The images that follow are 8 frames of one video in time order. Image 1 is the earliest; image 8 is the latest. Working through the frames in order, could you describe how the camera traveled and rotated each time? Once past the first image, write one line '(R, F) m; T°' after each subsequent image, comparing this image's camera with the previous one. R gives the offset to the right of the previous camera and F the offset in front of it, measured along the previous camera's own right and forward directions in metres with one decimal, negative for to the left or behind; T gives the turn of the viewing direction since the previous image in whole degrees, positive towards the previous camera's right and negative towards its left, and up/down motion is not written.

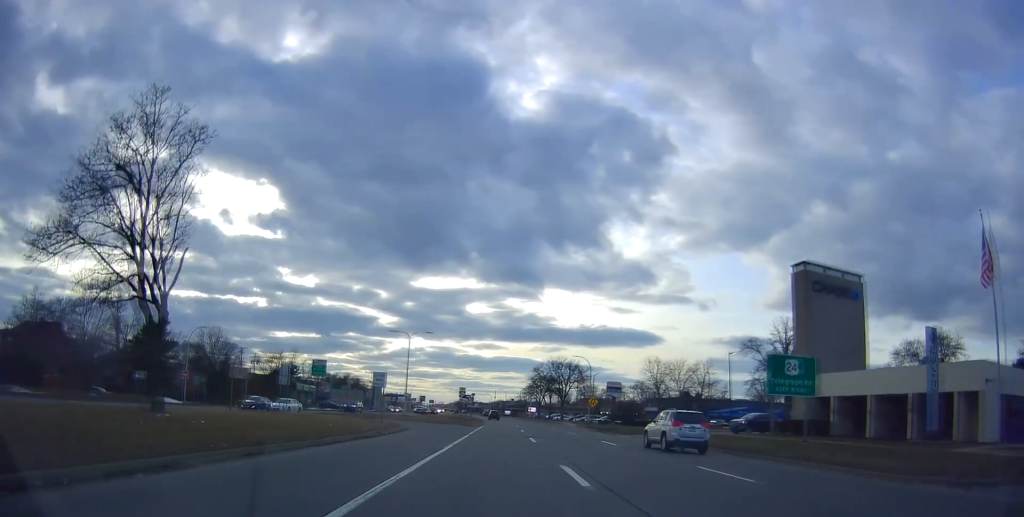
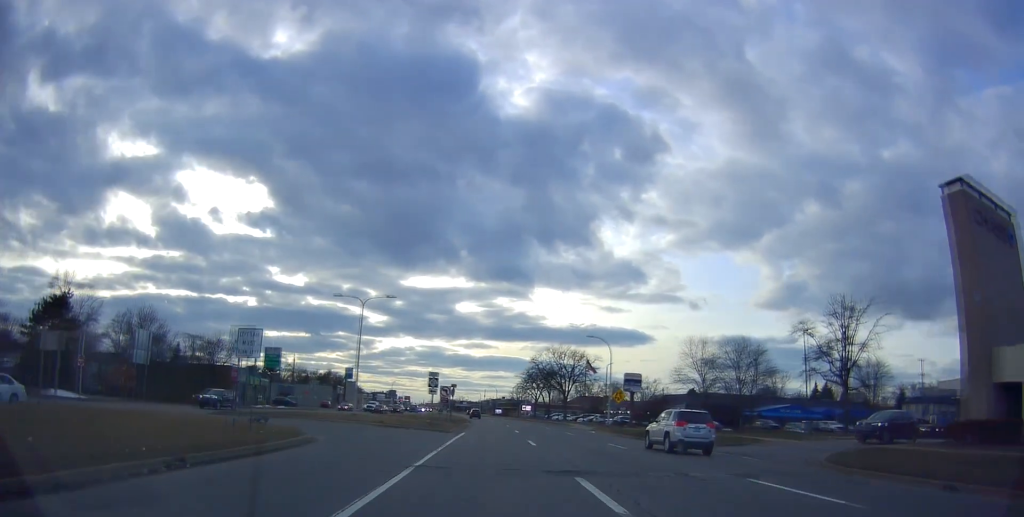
(+0.4, +19.6) m; 0°
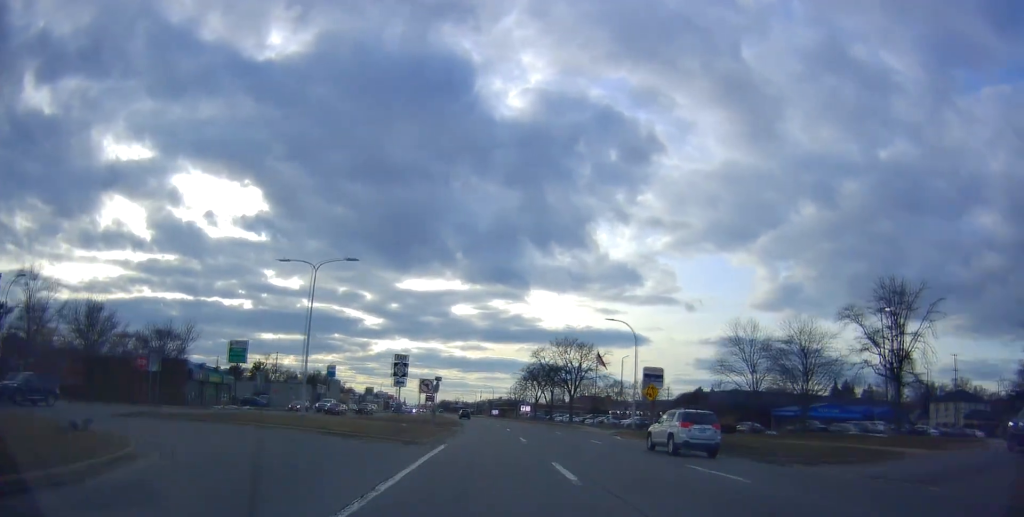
(-0.1, +11.9) m; 0°
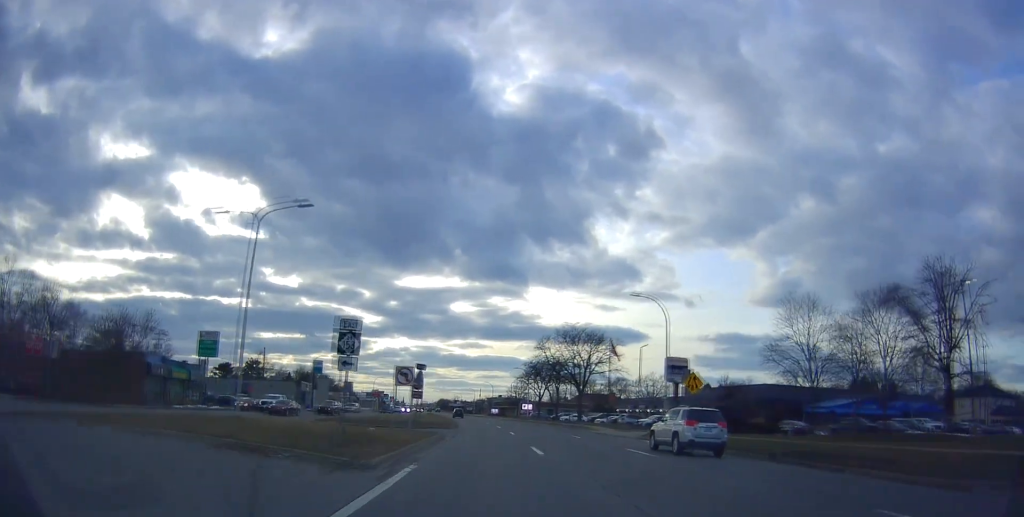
(-0.2, +8.9) m; 0°
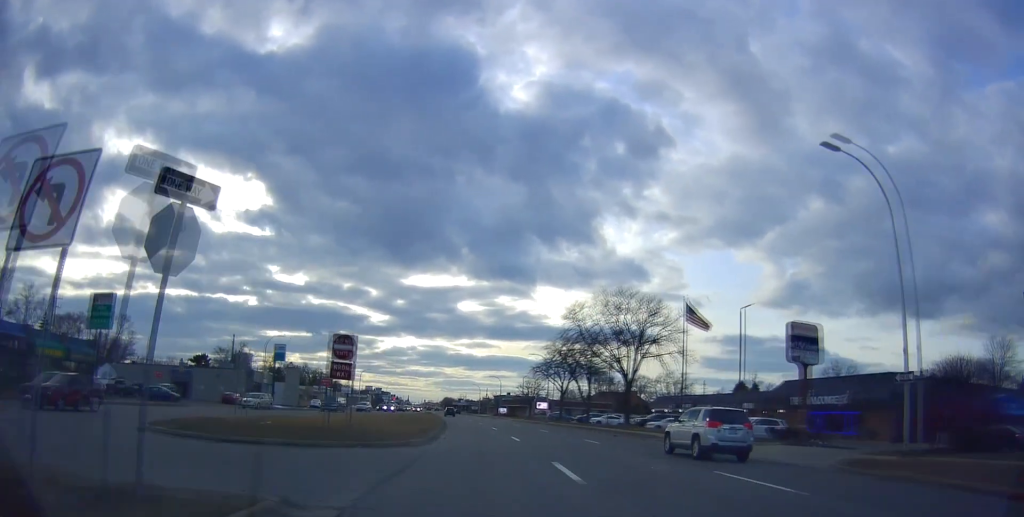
(+0.3, +24.2) m; 0°
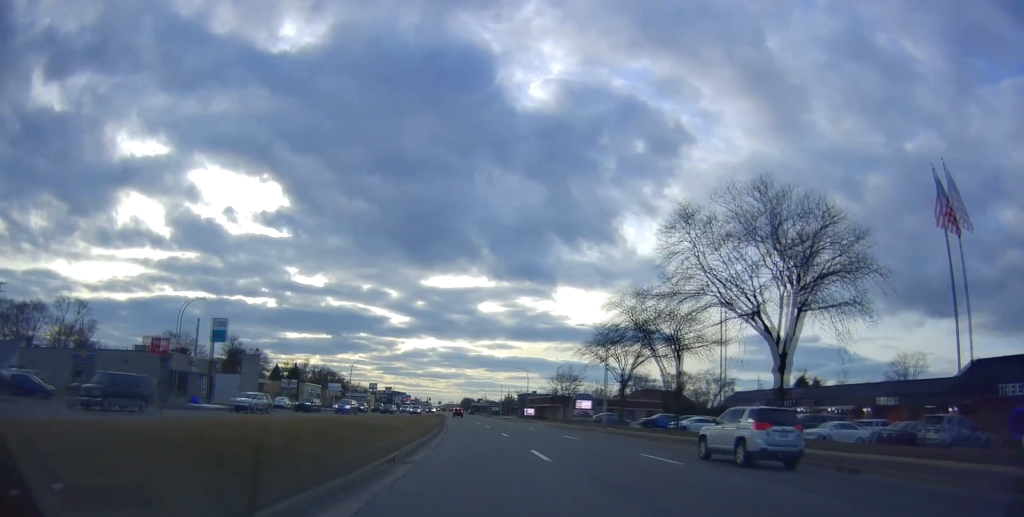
(-0.2, +26.8) m; 0°
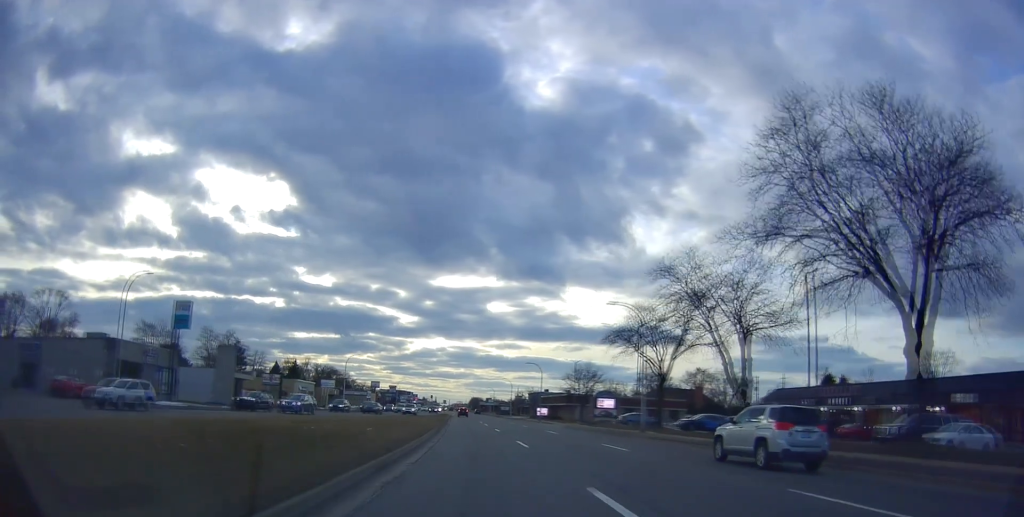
(+0.3, +10.2) m; 0°
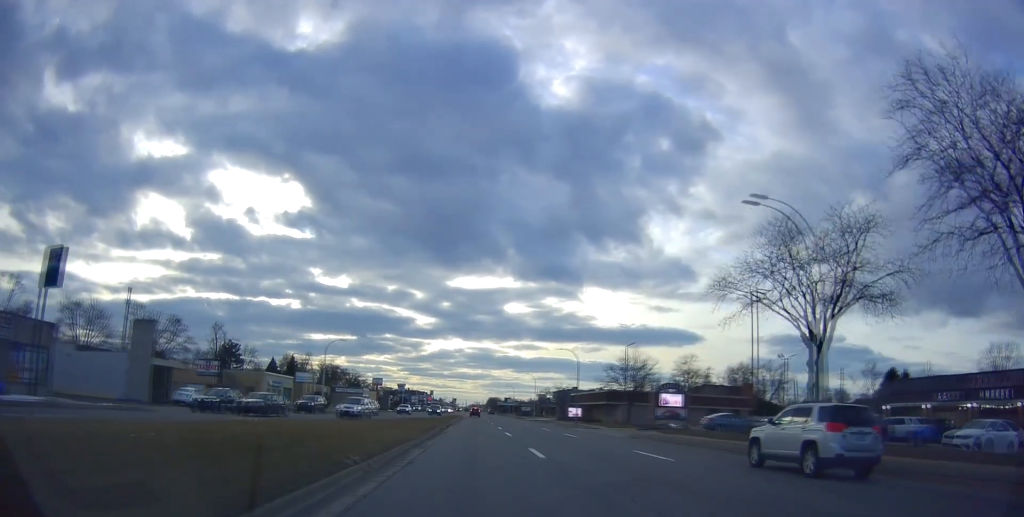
(-0.6, +21.4) m; -3°
